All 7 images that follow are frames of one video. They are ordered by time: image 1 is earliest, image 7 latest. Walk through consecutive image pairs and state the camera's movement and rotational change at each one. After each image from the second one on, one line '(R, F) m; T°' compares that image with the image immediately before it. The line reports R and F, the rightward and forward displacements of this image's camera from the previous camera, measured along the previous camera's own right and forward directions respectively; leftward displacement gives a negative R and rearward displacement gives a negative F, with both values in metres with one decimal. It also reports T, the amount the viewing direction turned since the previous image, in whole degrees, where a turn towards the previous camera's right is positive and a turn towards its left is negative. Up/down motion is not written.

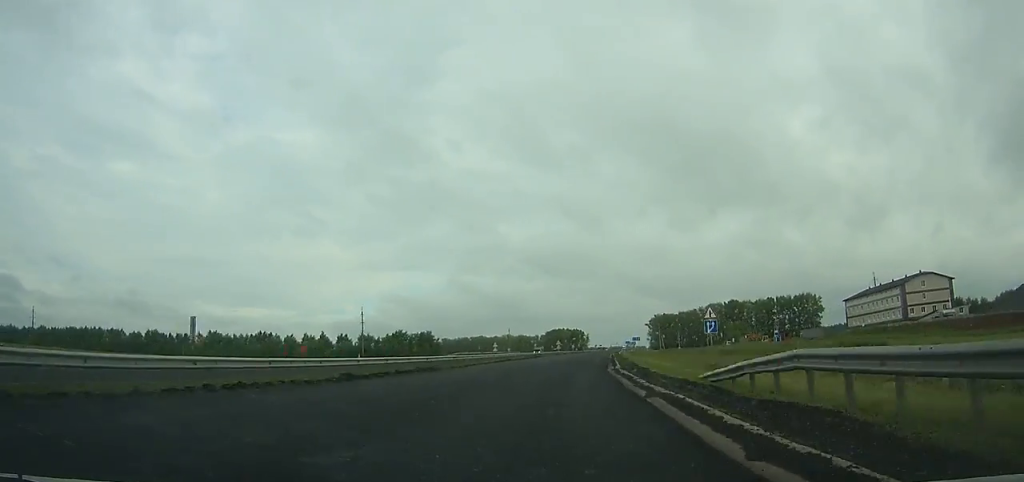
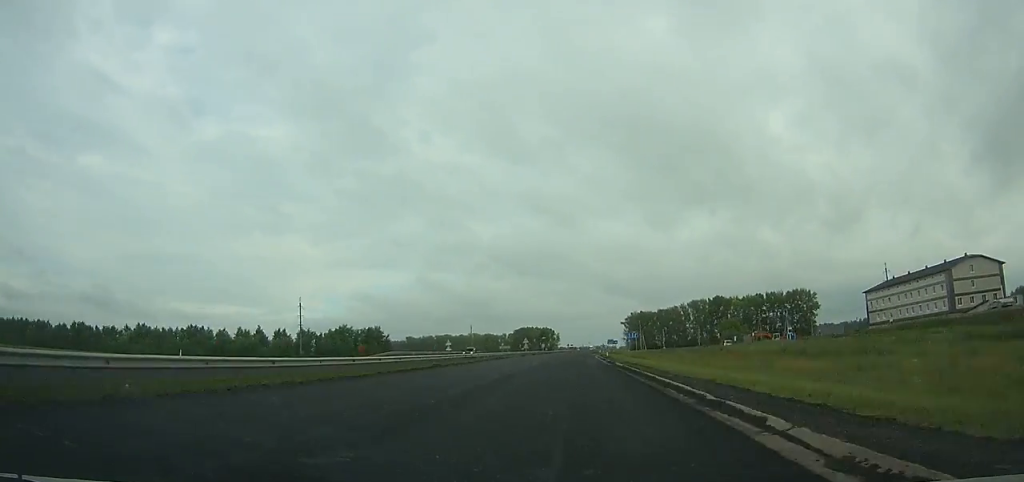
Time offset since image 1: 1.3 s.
(-0.5, +31.7) m; +2°
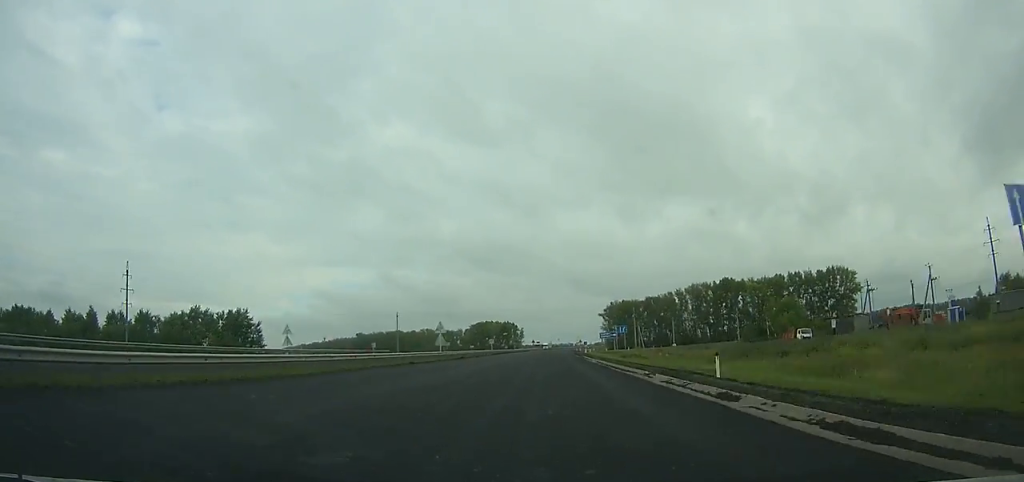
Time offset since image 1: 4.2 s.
(+3.3, +72.4) m; +3°
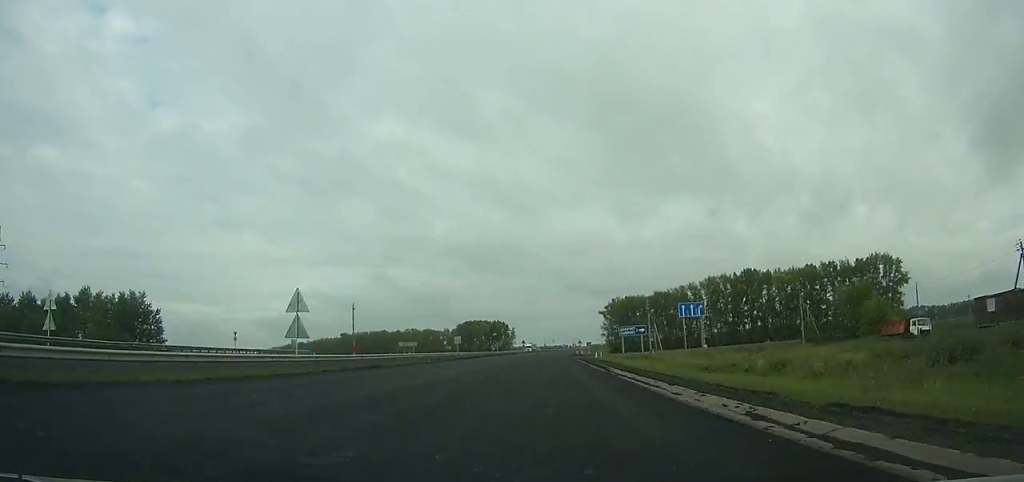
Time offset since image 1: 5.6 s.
(+0.4, +35.7) m; +1°
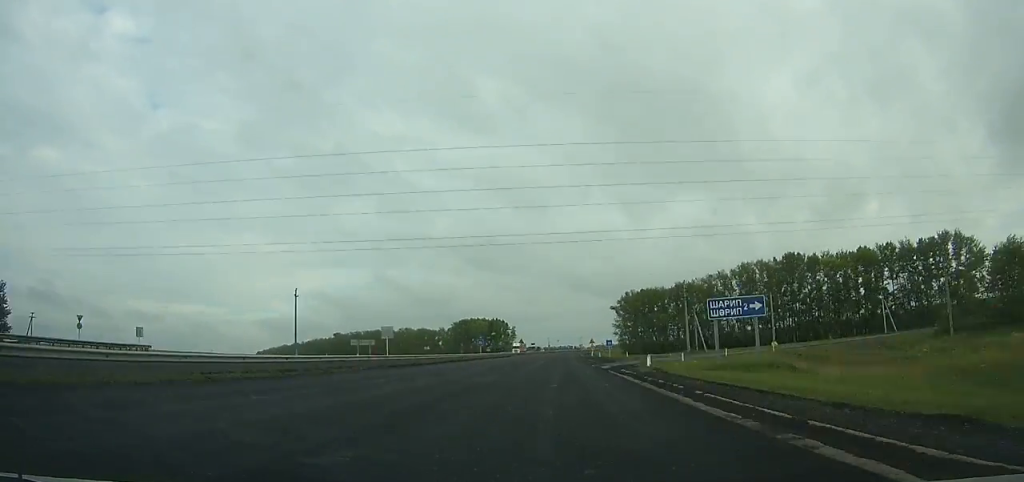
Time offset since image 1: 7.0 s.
(+0.1, +35.7) m; +1°
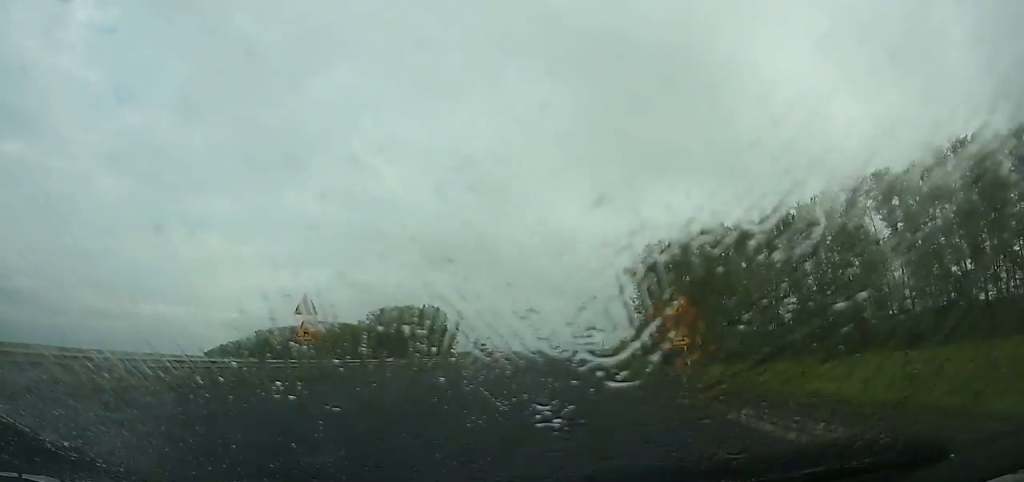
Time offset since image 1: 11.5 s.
(+2.0, +117.1) m; +2°
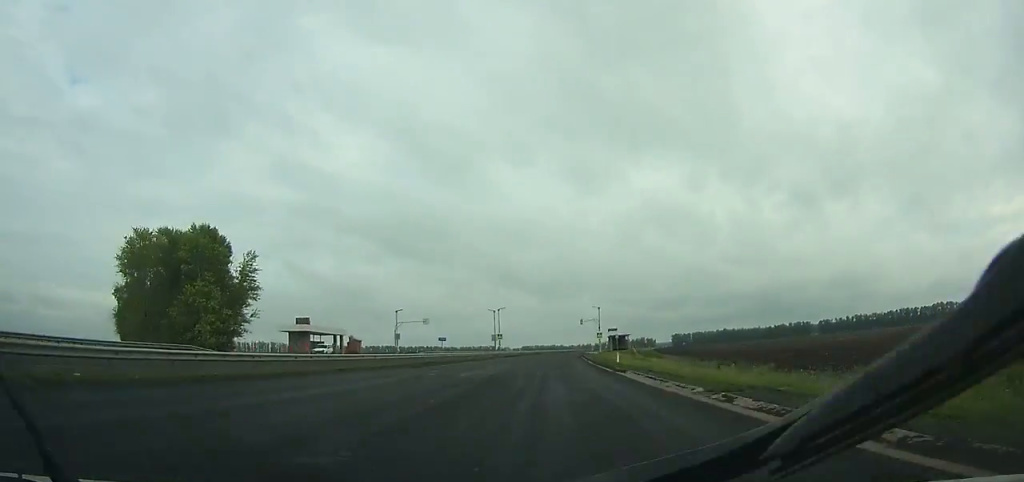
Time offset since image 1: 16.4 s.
(+4.0, +129.2) m; +4°
